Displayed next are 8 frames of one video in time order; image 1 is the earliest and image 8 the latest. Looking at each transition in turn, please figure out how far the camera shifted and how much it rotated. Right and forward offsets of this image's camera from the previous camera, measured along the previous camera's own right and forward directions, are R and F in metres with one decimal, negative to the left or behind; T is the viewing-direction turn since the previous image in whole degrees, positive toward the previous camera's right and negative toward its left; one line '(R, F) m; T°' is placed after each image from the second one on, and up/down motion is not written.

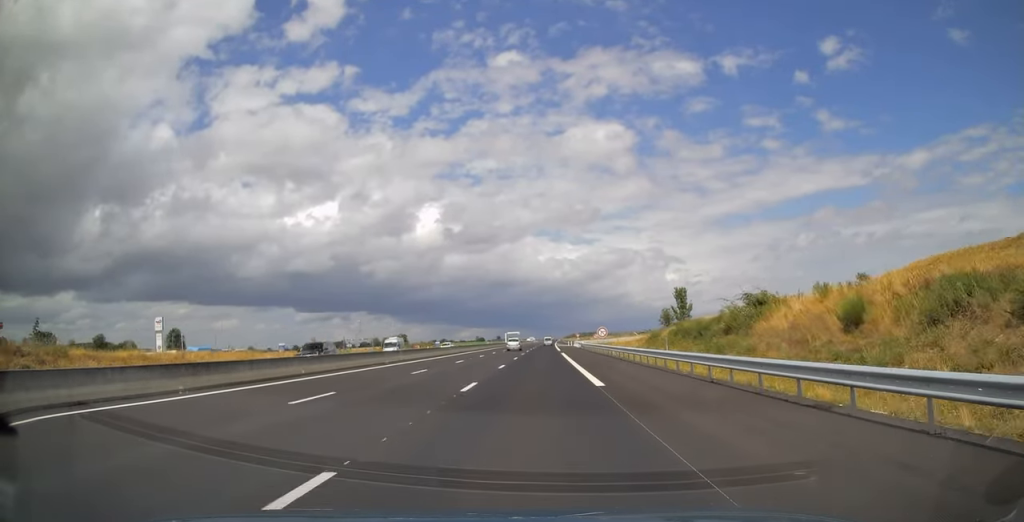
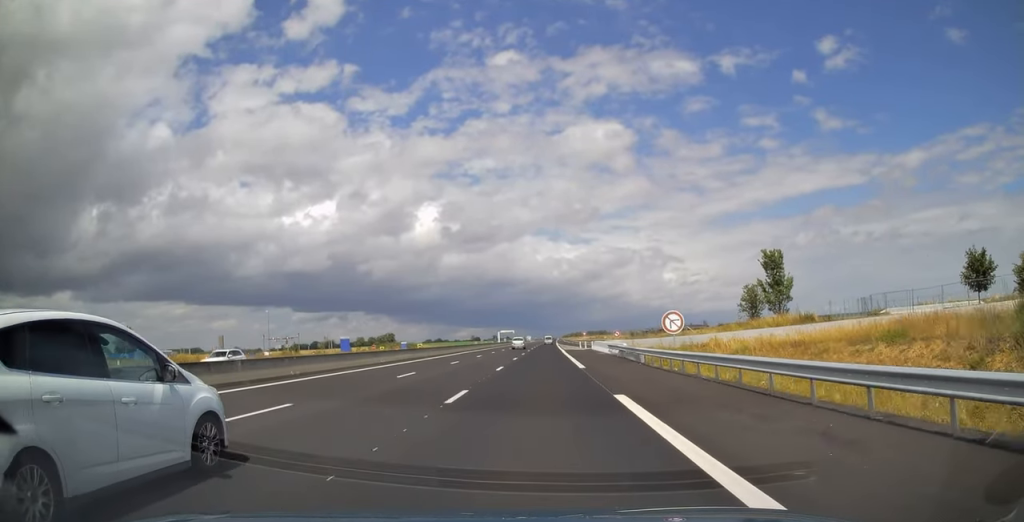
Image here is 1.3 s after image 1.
(+0.1, +42.5) m; 0°
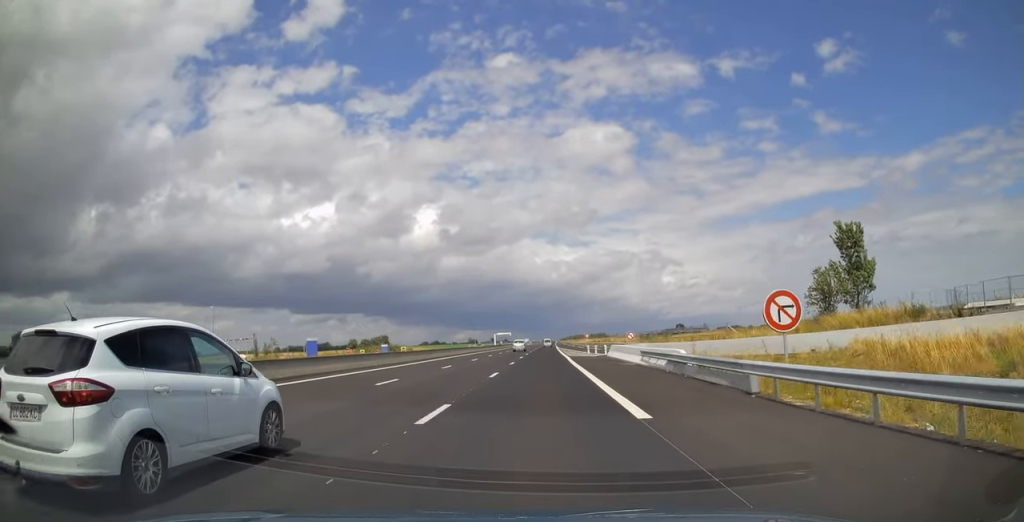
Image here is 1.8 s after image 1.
(0.0, +16.2) m; 0°
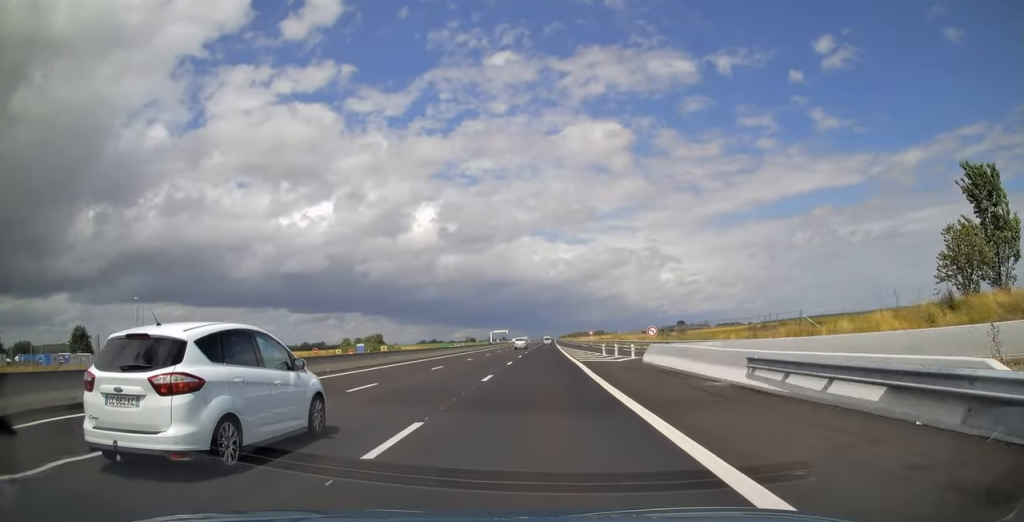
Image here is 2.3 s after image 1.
(0.0, +16.2) m; 0°
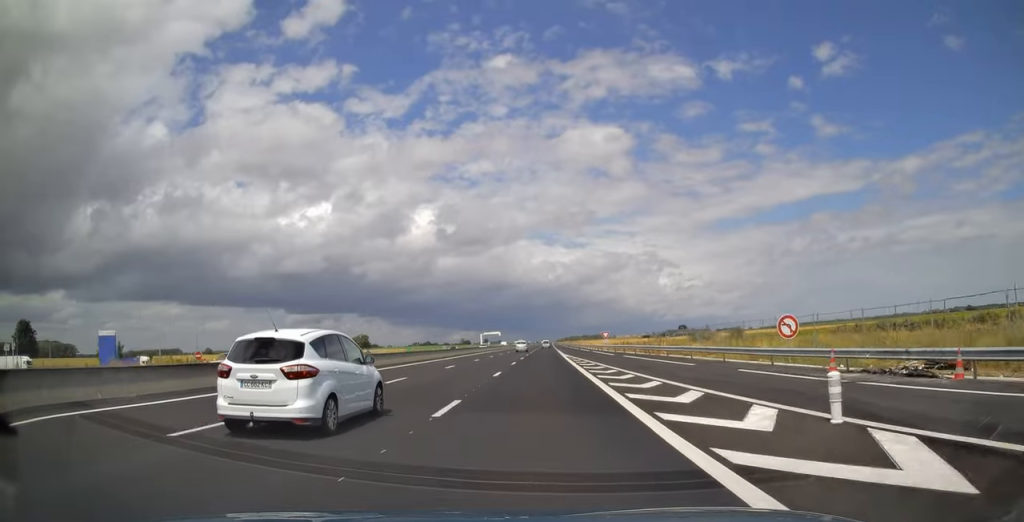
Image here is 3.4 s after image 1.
(+0.1, +35.0) m; +1°
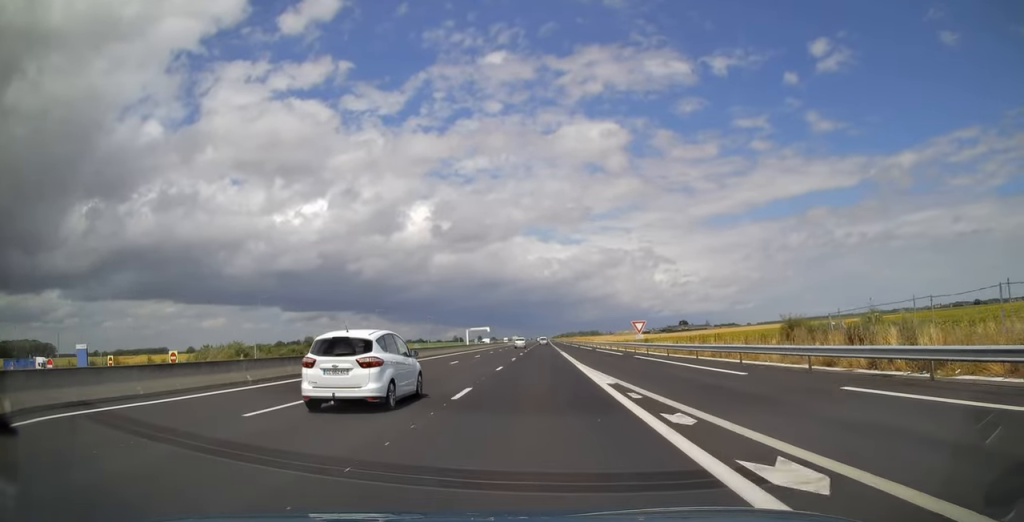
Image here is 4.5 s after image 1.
(+0.3, +36.6) m; 0°
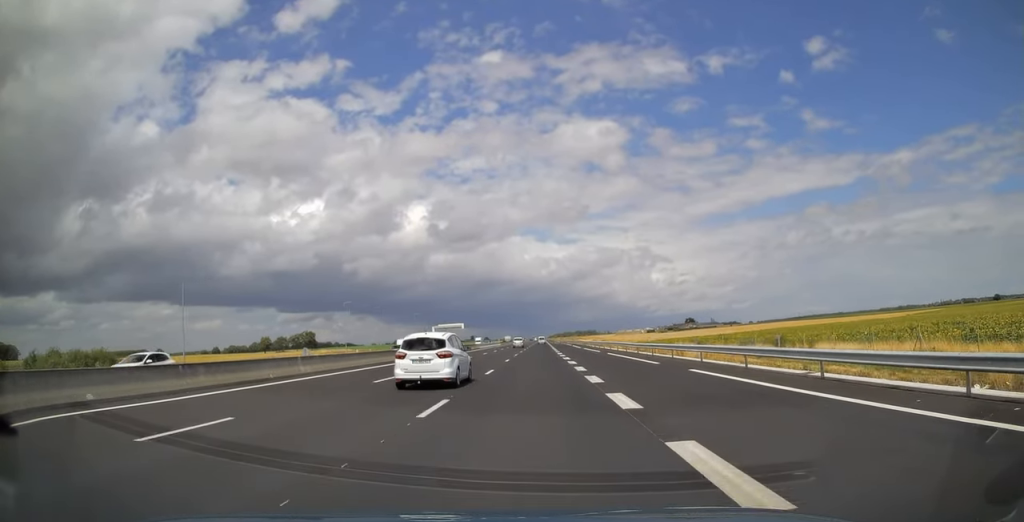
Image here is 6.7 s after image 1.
(+0.3, +68.9) m; 0°
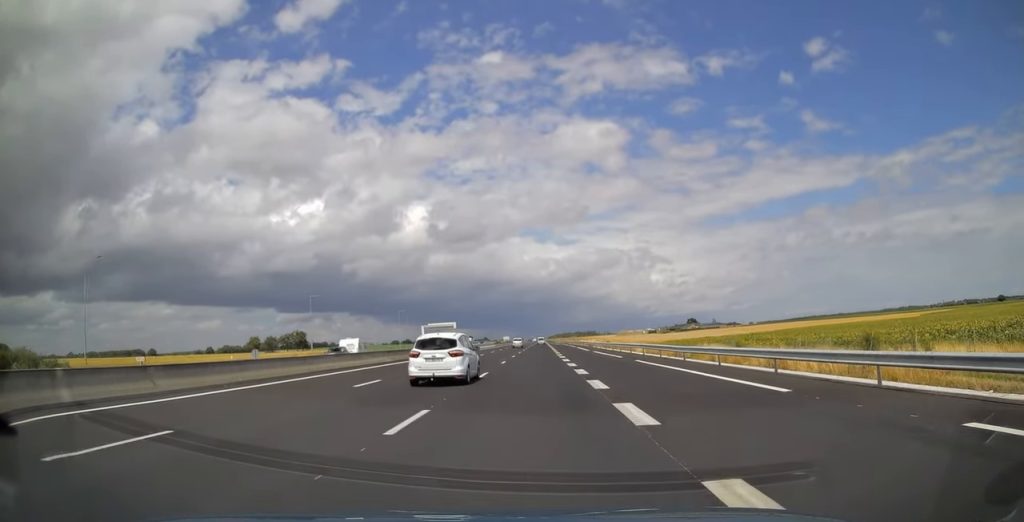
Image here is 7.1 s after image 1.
(-0.1, +15.0) m; 0°
